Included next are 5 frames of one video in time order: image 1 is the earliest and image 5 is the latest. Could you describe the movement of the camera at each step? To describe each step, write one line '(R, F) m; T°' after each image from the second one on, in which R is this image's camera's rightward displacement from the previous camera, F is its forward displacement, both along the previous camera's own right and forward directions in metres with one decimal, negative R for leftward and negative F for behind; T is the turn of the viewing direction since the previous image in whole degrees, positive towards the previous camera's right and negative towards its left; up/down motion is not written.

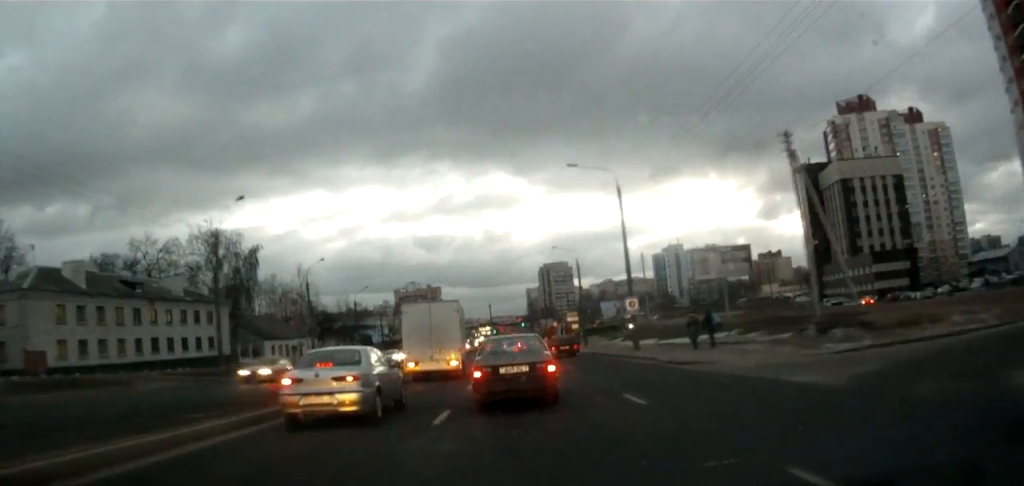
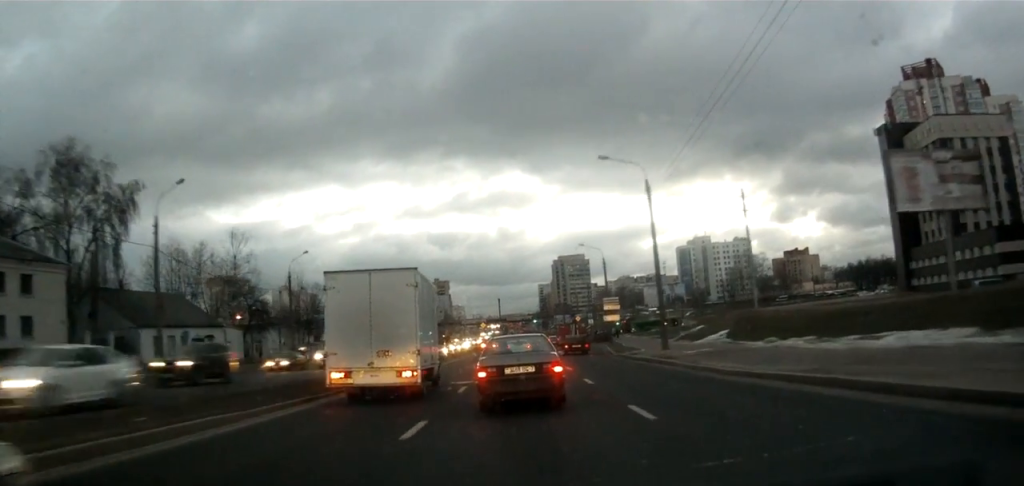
(-0.4, +33.8) m; -2°
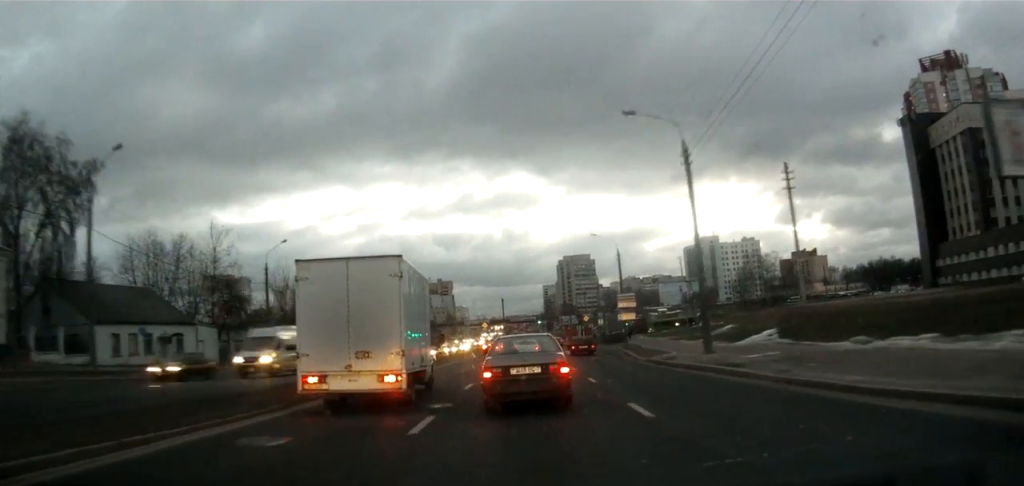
(-0.3, +7.9) m; 0°
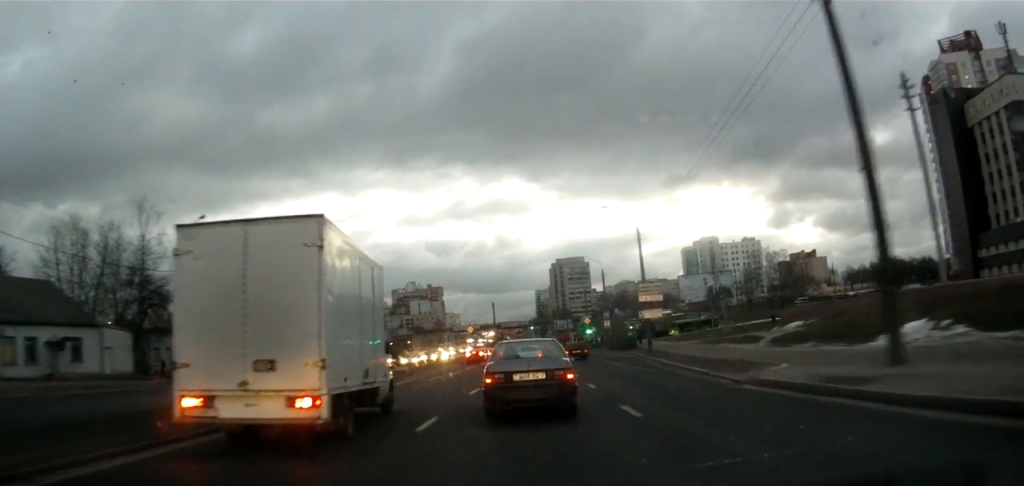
(+0.4, +14.4) m; +2°
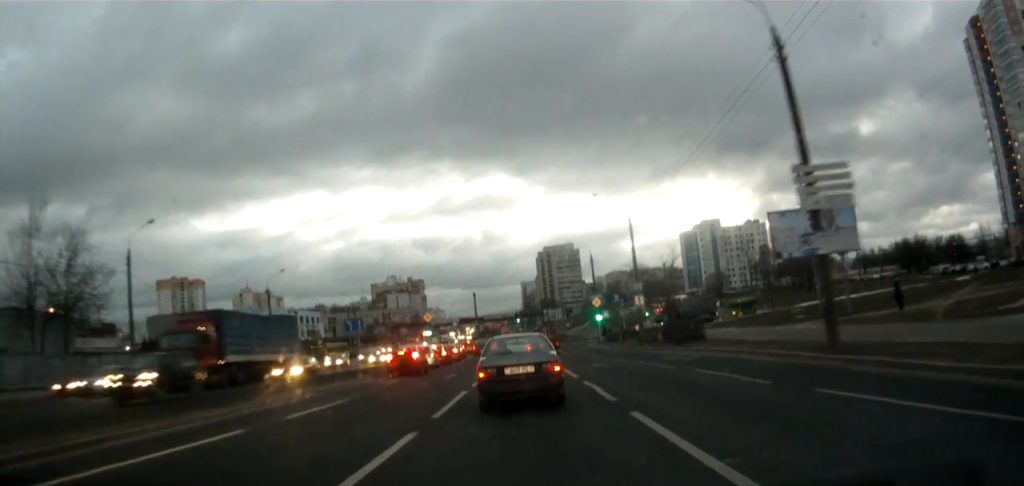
(-1.3, +30.9) m; -4°
